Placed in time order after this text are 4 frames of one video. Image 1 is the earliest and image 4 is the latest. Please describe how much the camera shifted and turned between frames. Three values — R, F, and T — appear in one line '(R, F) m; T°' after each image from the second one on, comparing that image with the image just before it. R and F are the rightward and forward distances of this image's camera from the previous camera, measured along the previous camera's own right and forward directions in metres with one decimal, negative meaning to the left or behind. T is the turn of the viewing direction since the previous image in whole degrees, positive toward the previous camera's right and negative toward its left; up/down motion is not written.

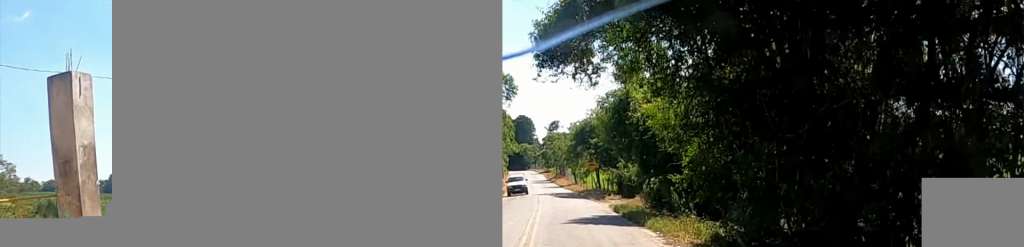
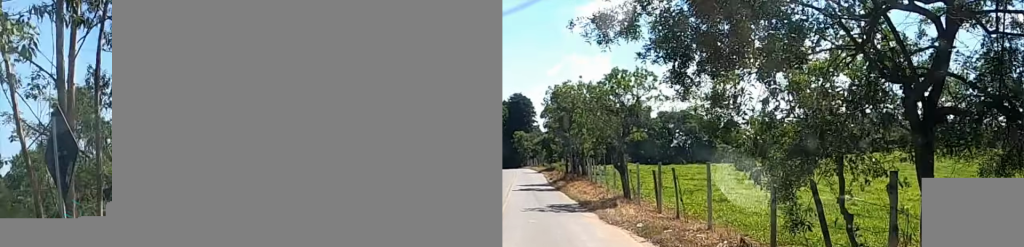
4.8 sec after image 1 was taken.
(-0.8, +42.6) m; -2°
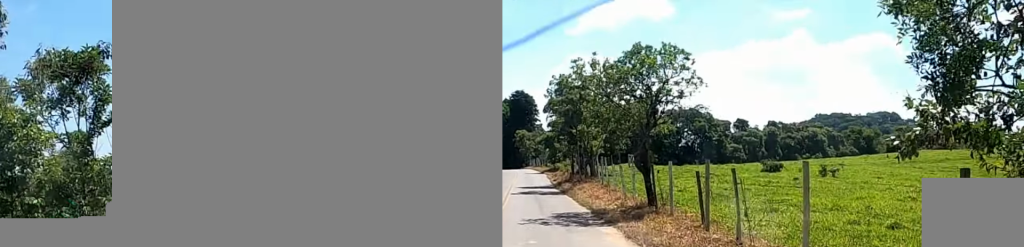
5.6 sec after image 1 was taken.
(+0.3, +6.2) m; +1°
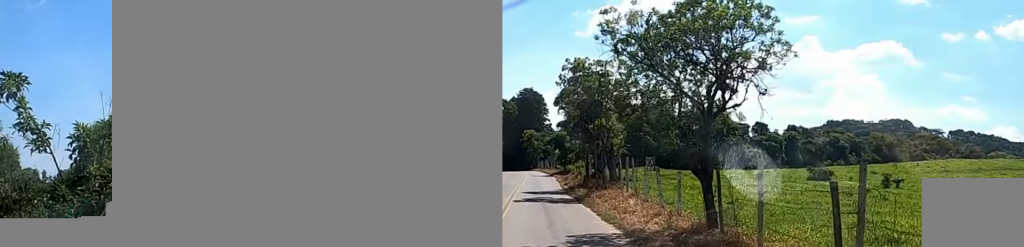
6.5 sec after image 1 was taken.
(-0.4, +9.0) m; -4°
